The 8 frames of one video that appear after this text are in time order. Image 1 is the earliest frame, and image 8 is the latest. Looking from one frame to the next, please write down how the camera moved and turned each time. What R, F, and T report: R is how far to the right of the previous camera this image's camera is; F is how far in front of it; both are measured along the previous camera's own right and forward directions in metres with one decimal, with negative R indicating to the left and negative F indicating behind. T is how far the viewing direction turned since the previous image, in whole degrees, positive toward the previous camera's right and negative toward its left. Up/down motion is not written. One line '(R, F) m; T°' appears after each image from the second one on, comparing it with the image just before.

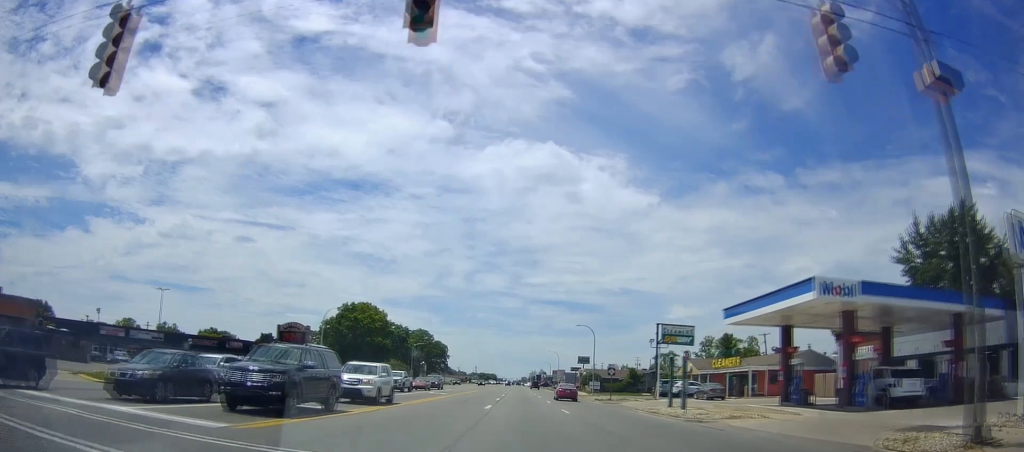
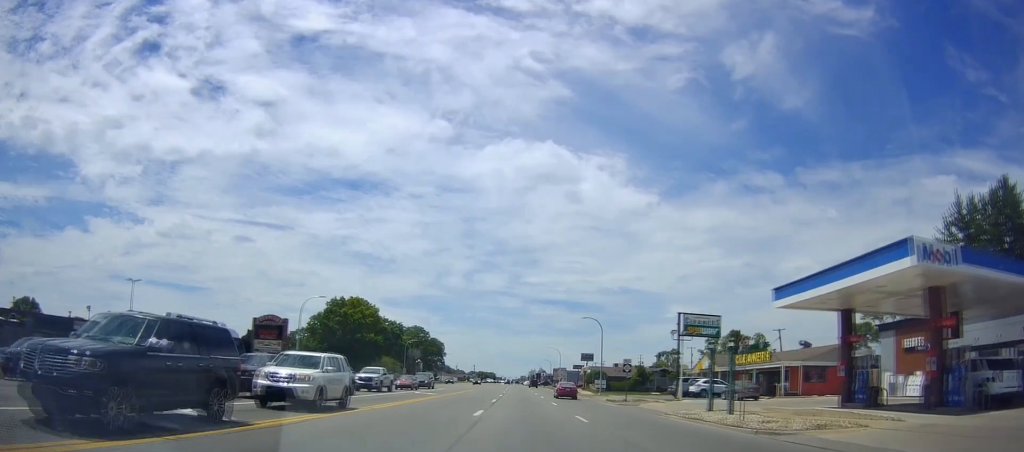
(-0.1, +7.5) m; +1°
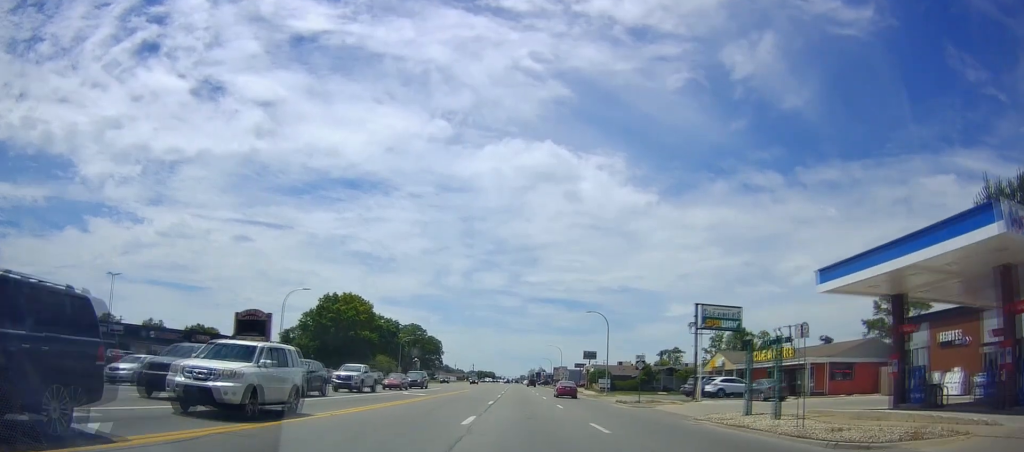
(+0.1, +4.8) m; +2°
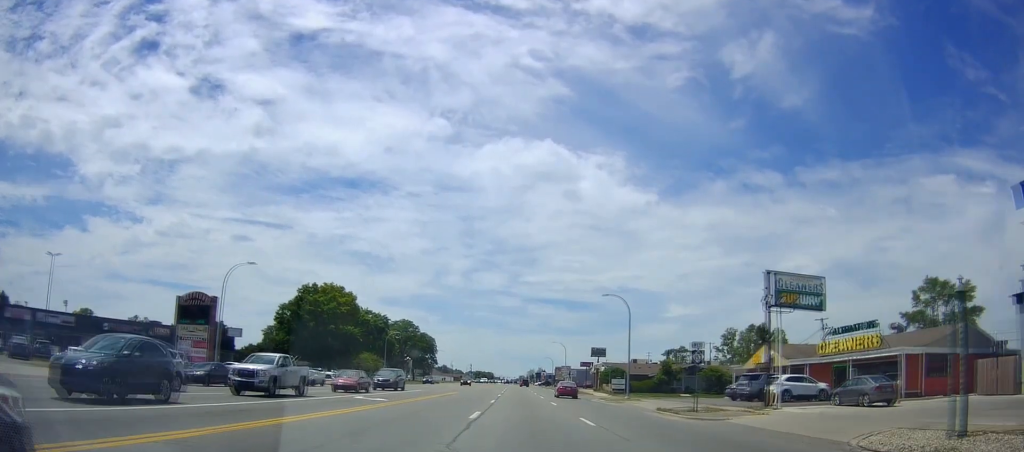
(+0.6, +12.7) m; 0°
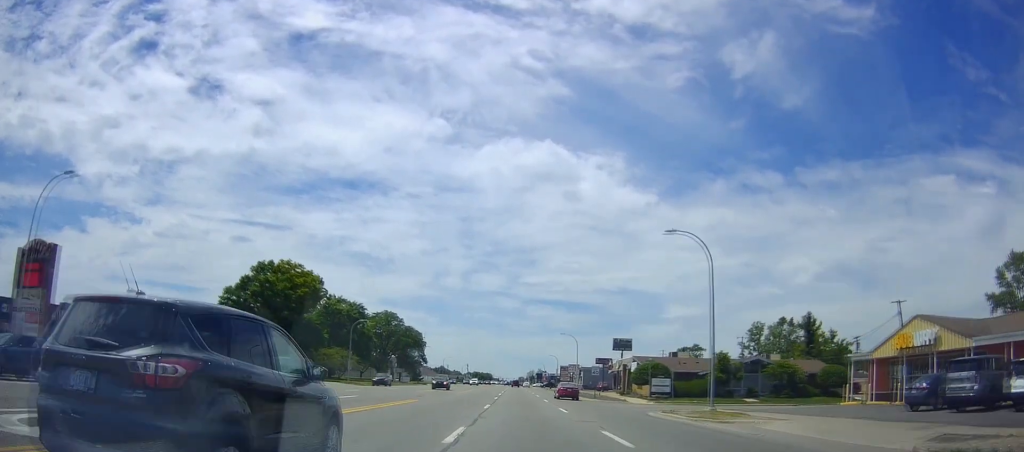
(-1.0, +22.7) m; -3°
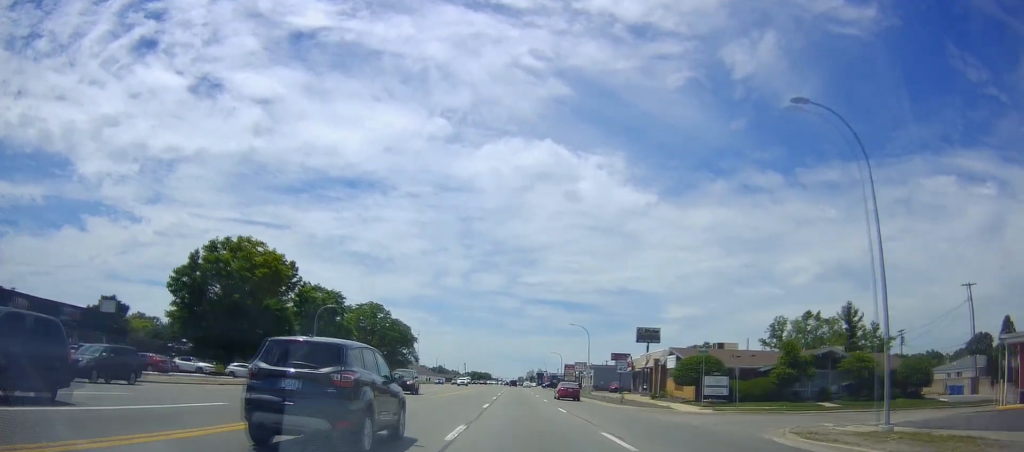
(+0.4, +15.4) m; +2°
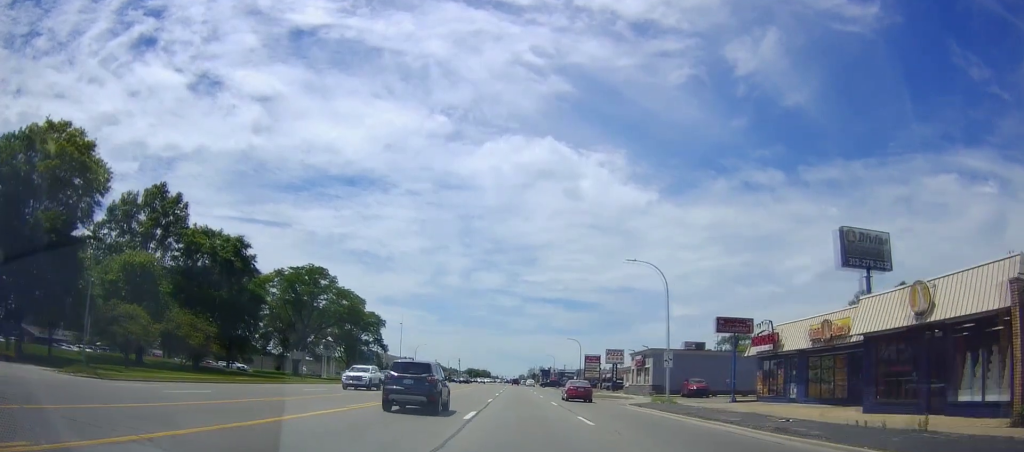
(+0.1, +40.2) m; 0°
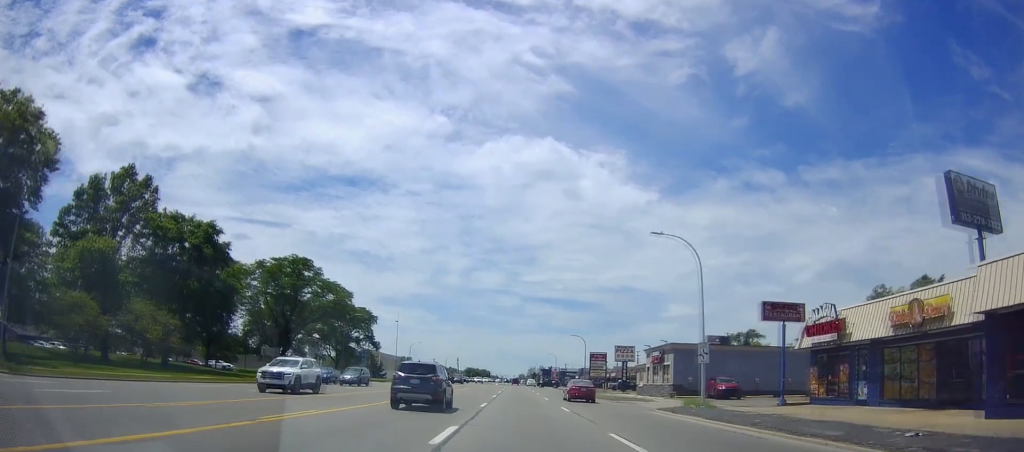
(0.0, +7.2) m; 0°
